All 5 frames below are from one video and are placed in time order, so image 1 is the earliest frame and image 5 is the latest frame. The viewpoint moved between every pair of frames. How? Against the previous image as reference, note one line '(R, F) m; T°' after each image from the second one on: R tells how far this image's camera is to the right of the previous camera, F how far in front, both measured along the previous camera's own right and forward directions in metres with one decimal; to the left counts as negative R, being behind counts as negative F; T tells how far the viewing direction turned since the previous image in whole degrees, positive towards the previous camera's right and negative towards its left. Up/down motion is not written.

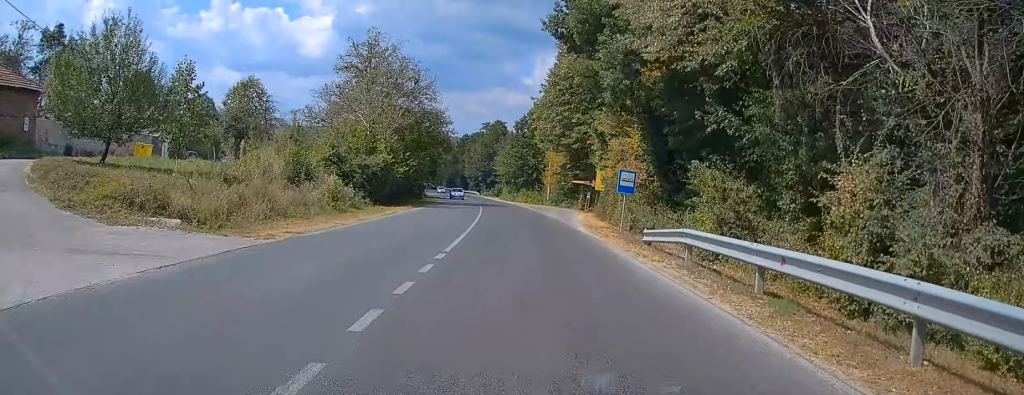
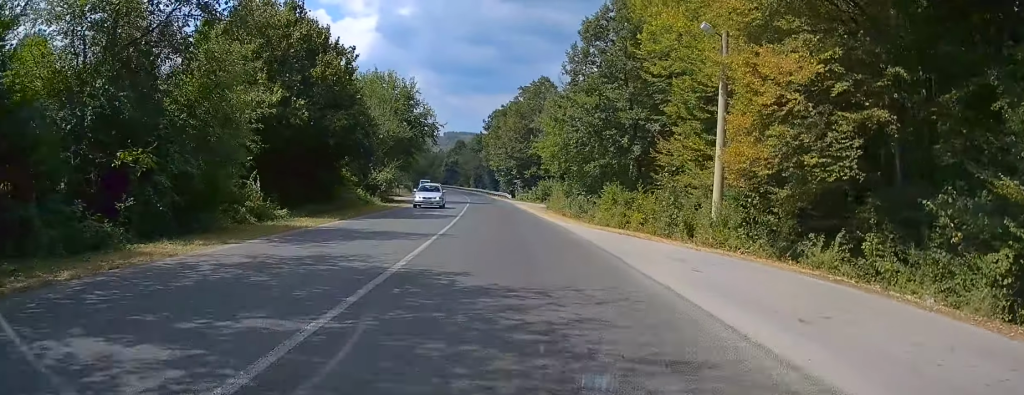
(-0.8, +57.2) m; -3°
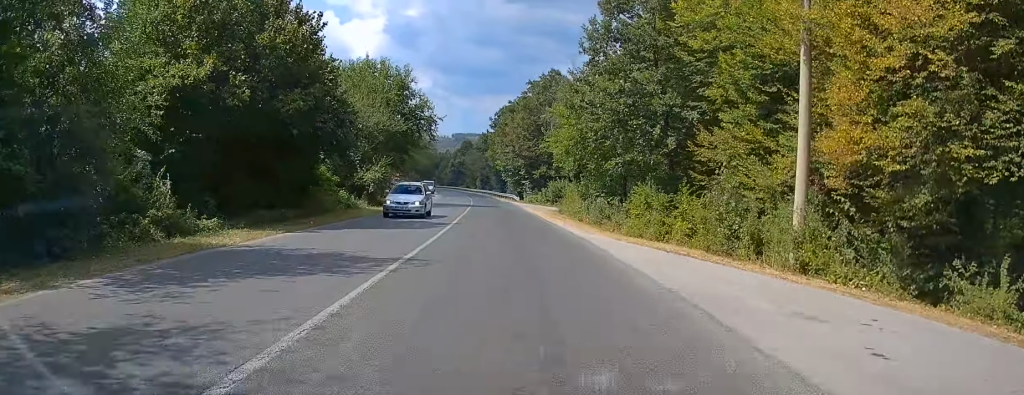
(+0.1, +6.4) m; -1°
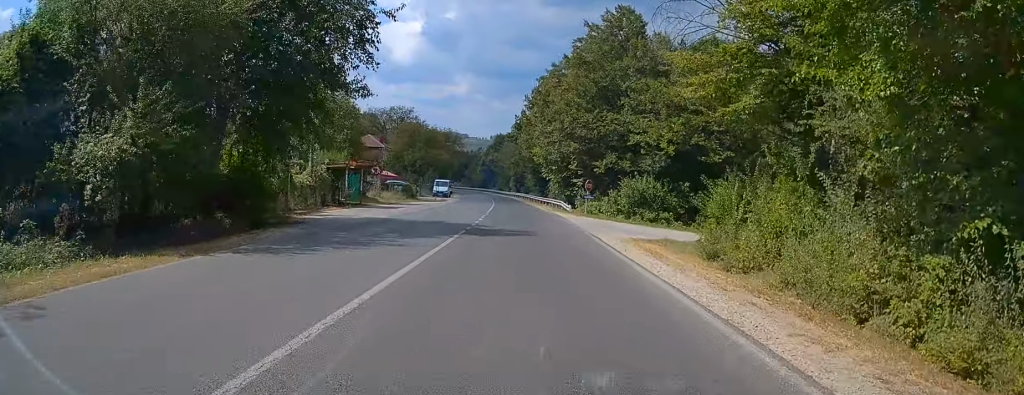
(-0.9, +30.2) m; -3°
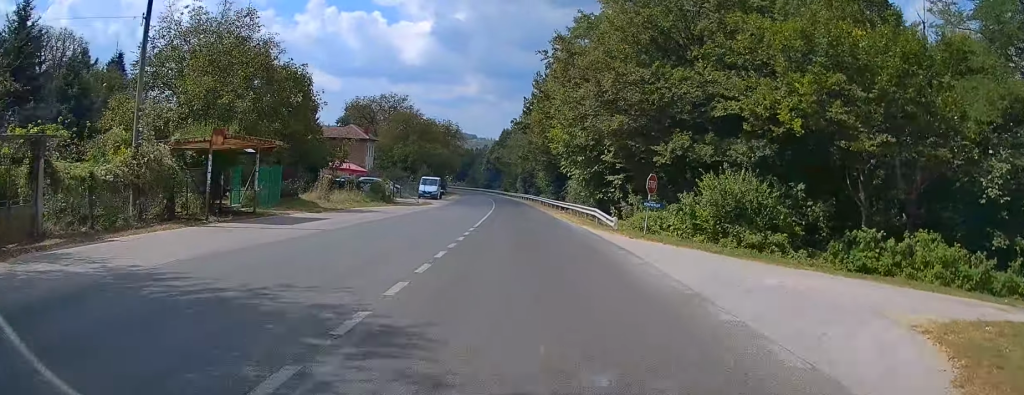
(-0.5, +17.8) m; -2°
